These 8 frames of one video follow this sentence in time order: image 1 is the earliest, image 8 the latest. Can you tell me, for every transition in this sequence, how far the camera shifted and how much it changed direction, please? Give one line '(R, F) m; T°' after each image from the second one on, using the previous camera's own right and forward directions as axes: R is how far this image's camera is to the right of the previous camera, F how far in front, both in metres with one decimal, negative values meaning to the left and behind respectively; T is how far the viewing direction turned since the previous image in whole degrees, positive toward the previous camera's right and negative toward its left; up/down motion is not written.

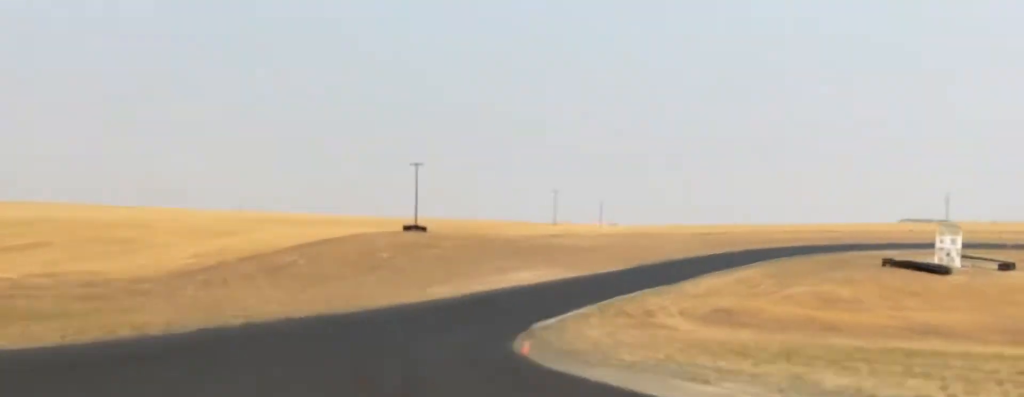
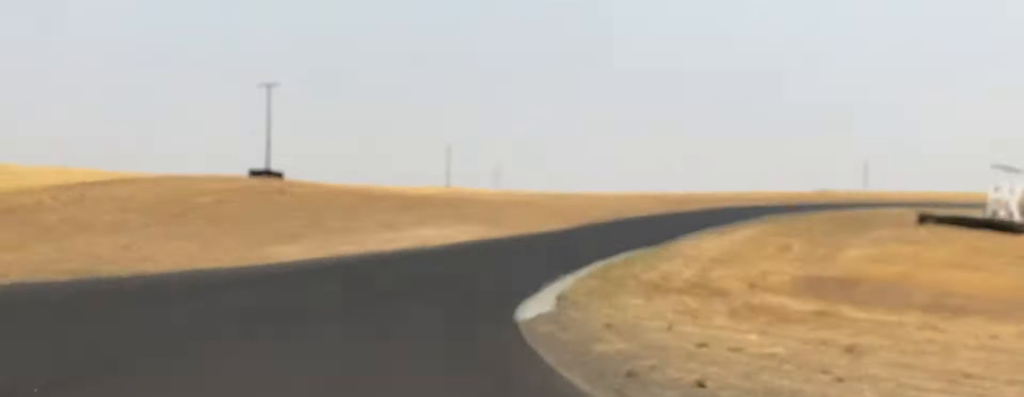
(-2.3, +27.4) m; +7°
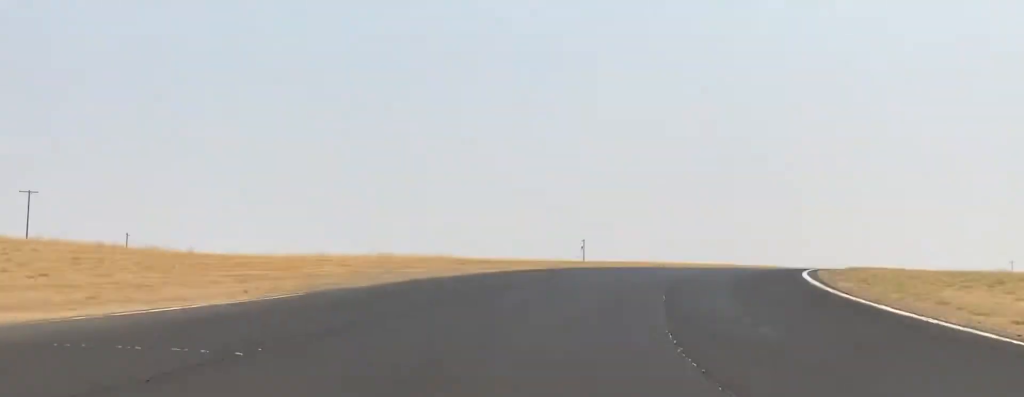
(+16.9, +53.4) m; +31°
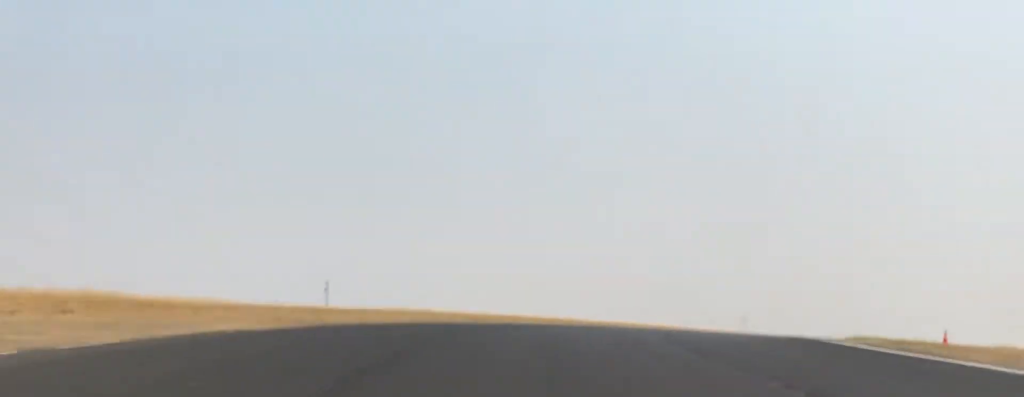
(+3.4, +24.8) m; +25°
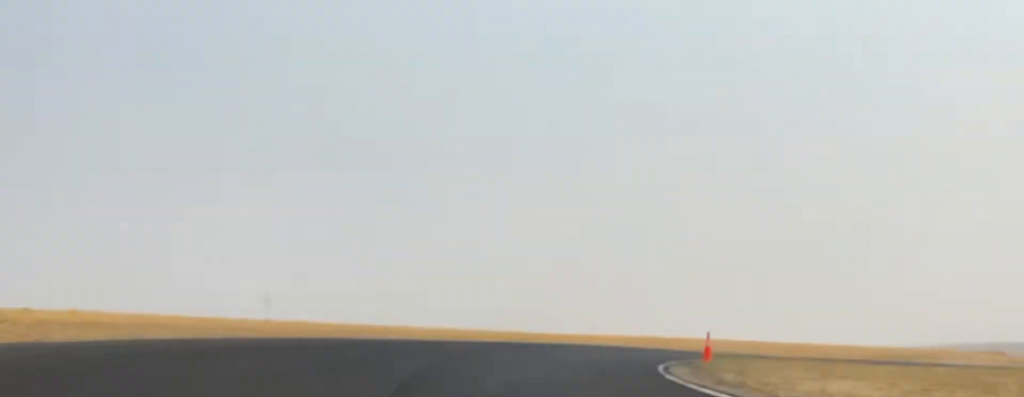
(+9.8, +25.0) m; +44°
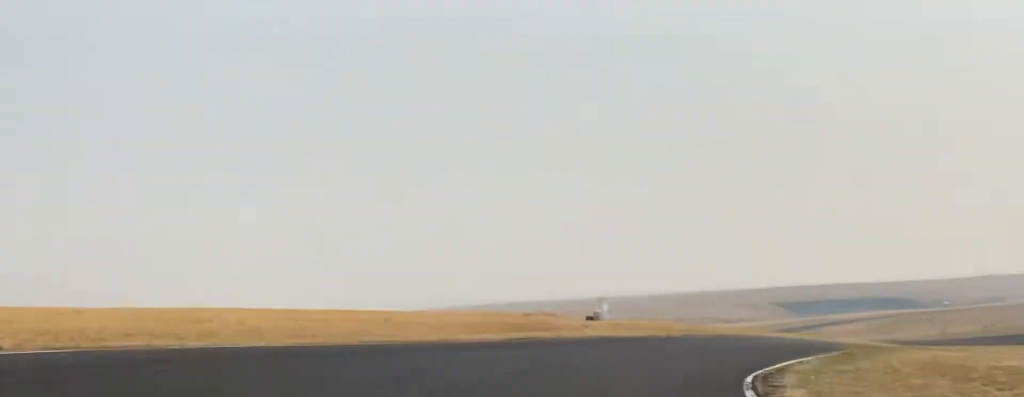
(+12.7, +31.0) m; +31°
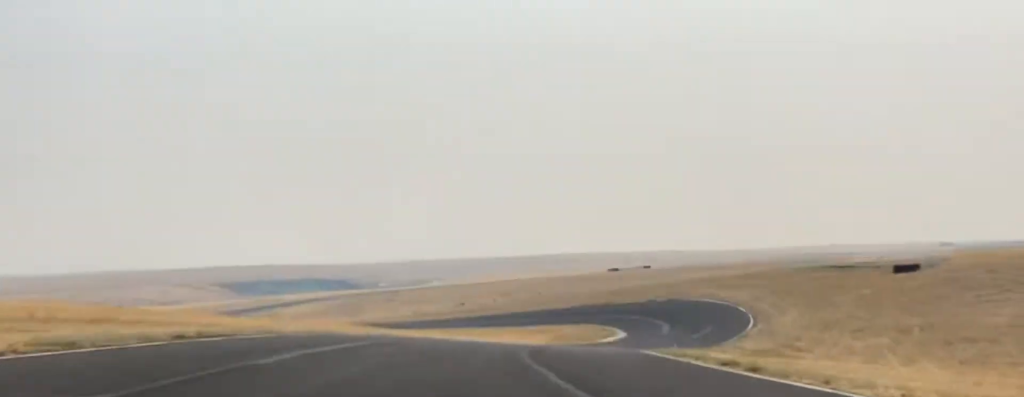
(+8.1, +45.9) m; +25°
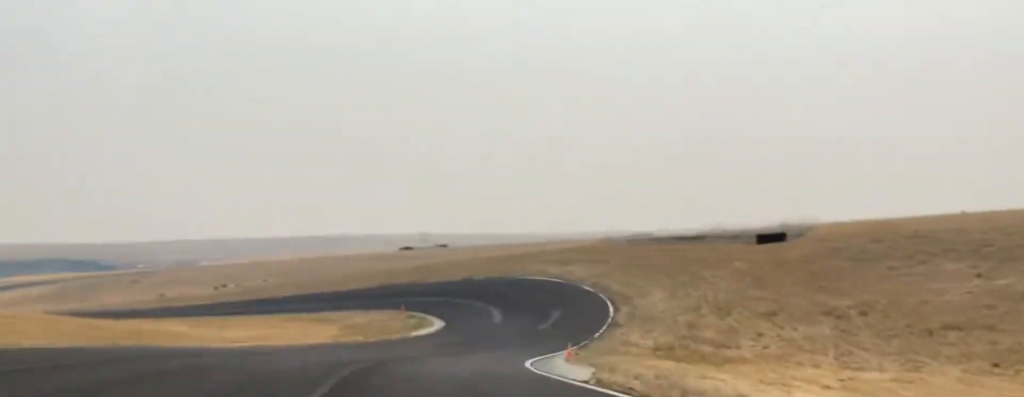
(+4.4, +25.2) m; +14°
